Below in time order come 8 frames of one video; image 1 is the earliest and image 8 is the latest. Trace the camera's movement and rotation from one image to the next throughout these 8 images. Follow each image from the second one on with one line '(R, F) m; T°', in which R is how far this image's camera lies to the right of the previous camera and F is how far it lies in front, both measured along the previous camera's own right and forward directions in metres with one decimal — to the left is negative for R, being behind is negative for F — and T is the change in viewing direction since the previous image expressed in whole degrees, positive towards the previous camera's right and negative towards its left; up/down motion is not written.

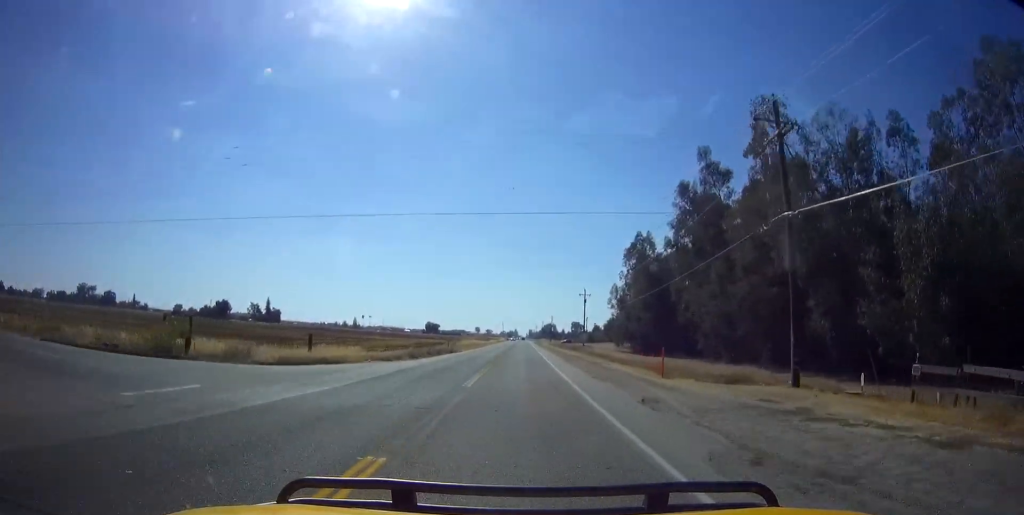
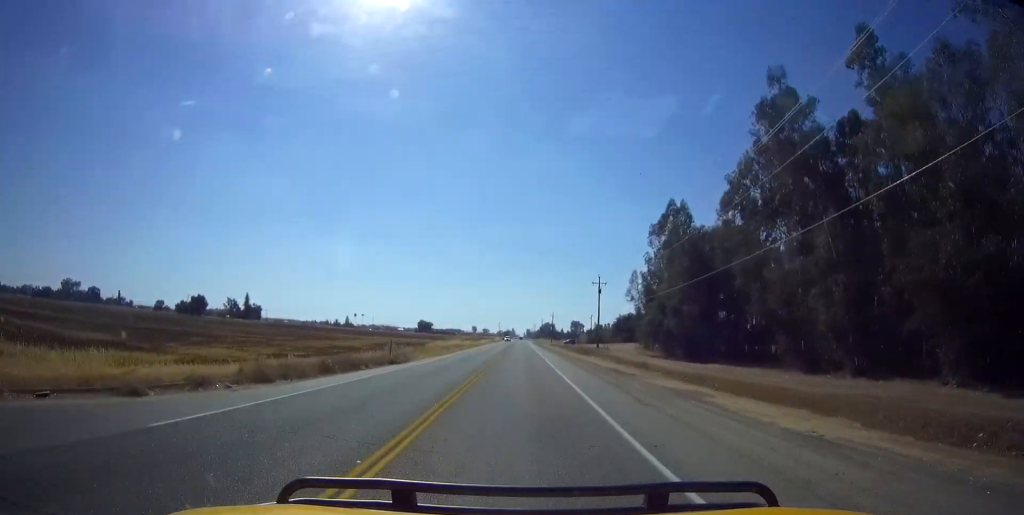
(-0.3, +22.0) m; -2°
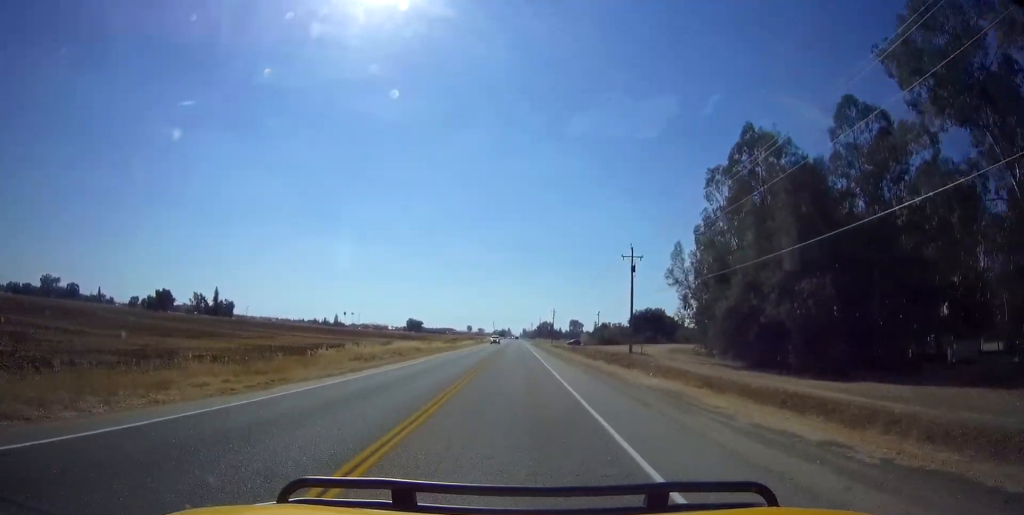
(-0.7, +27.9) m; -1°
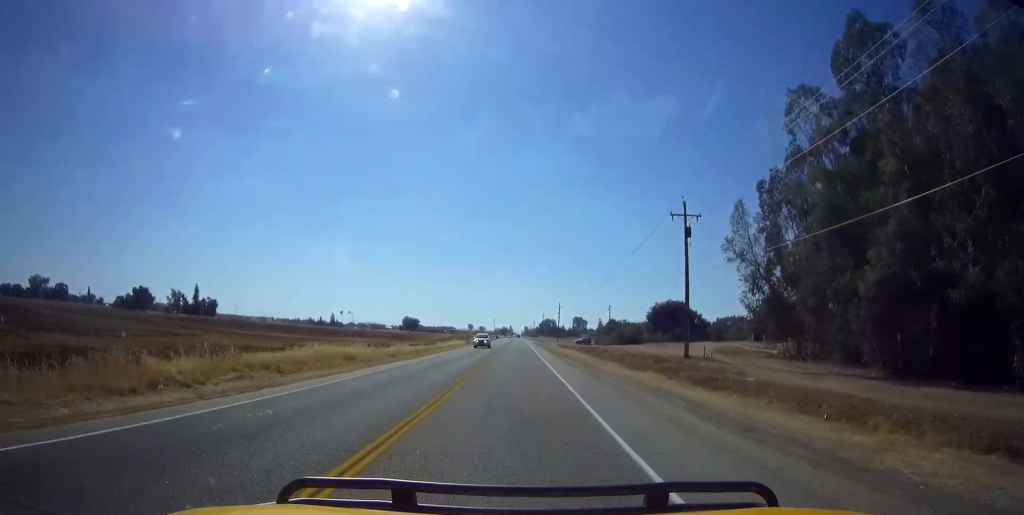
(+0.4, +19.2) m; +2°
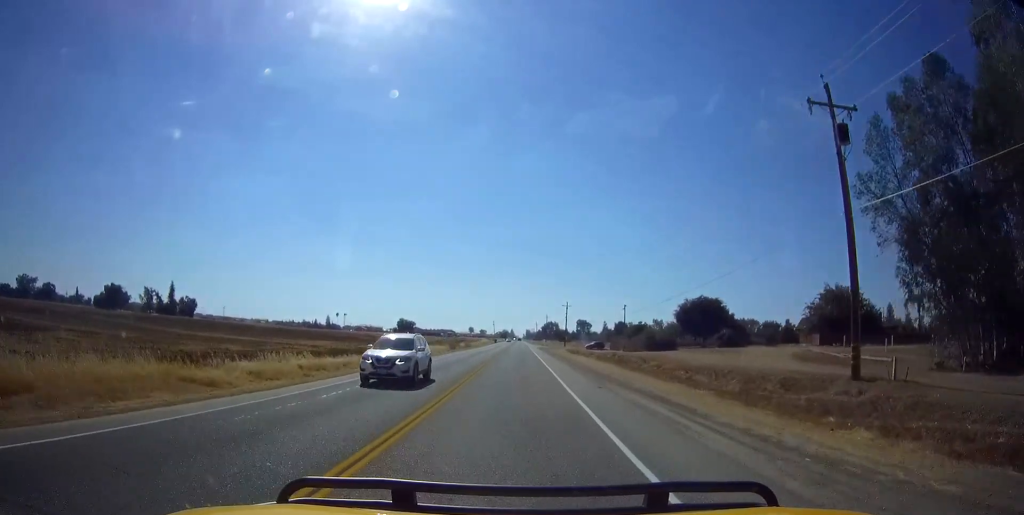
(+0.2, +21.2) m; 0°
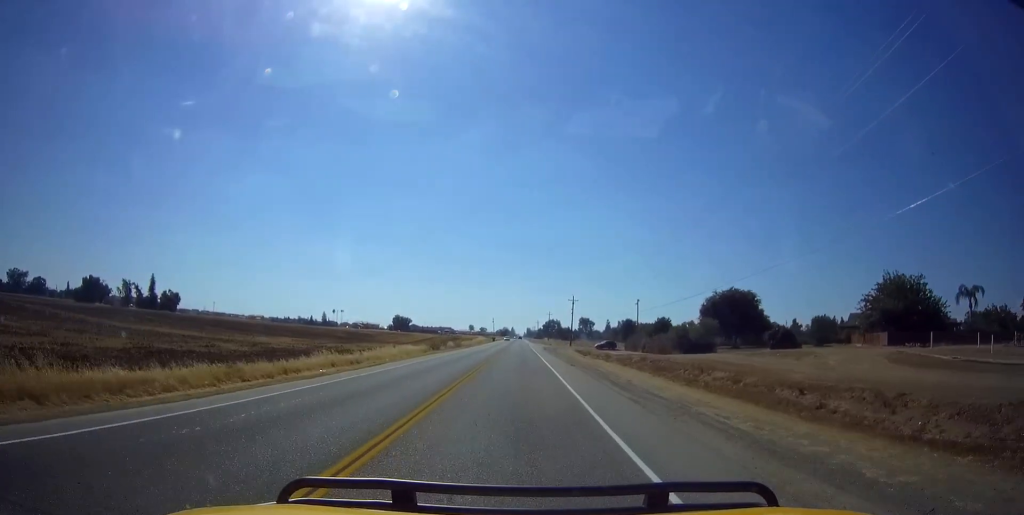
(-0.1, +14.9) m; -1°
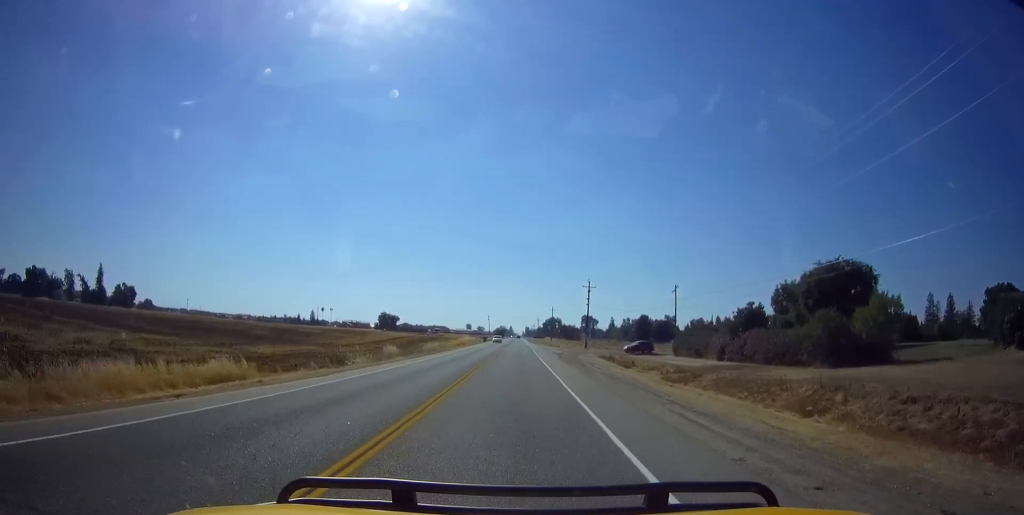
(-0.3, +31.9) m; -1°
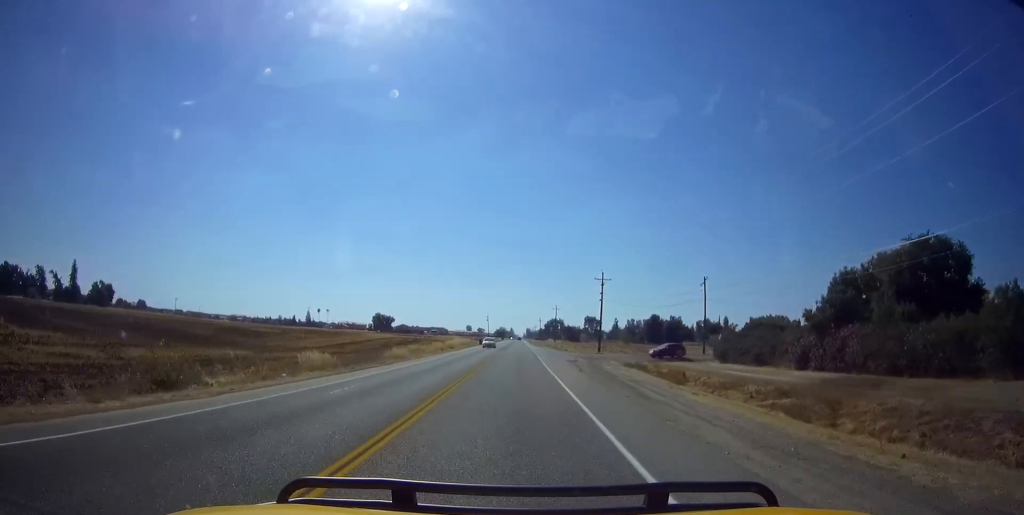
(0.0, +14.7) m; 0°
